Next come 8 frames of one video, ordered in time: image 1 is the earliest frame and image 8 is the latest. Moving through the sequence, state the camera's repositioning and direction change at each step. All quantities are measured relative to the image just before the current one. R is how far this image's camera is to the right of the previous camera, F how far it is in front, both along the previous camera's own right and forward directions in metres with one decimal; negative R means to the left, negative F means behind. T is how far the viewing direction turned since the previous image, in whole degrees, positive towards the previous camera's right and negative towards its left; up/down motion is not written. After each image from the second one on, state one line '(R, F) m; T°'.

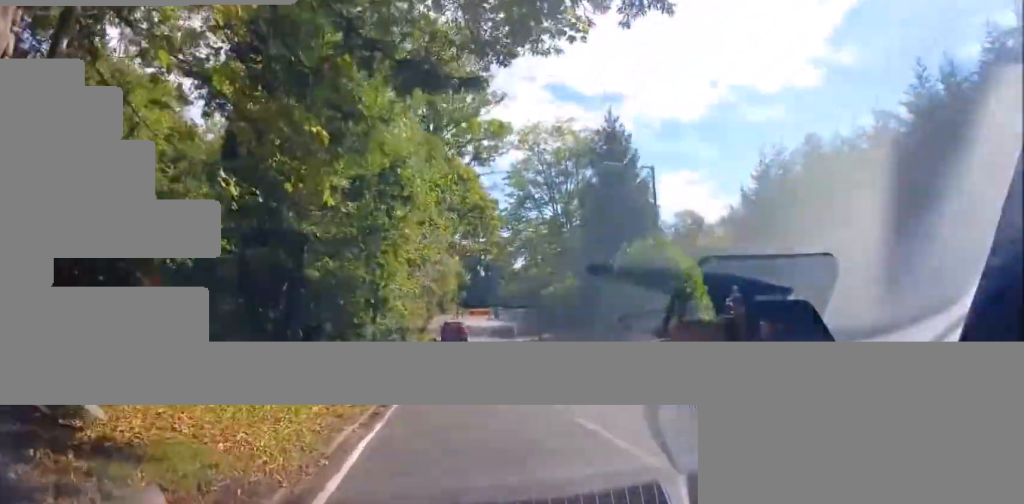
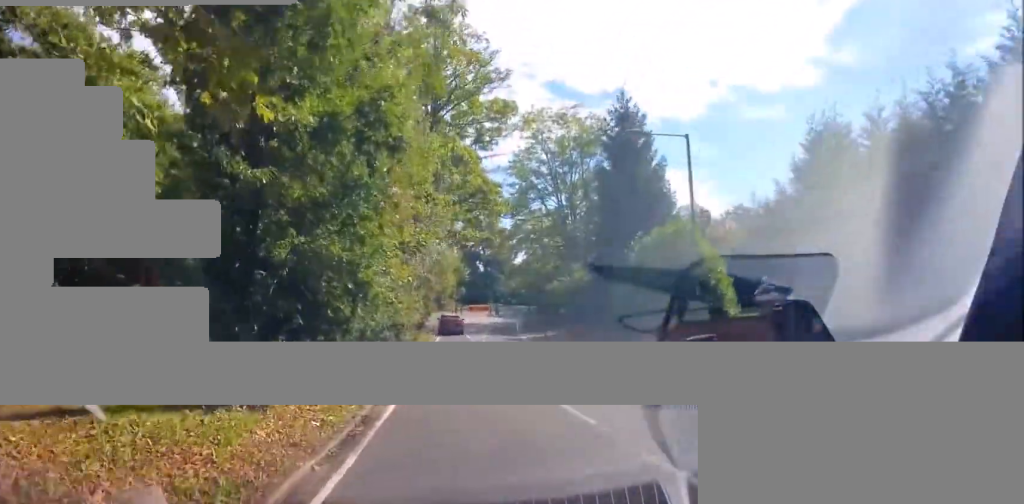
(+0.1, +3.1) m; 0°
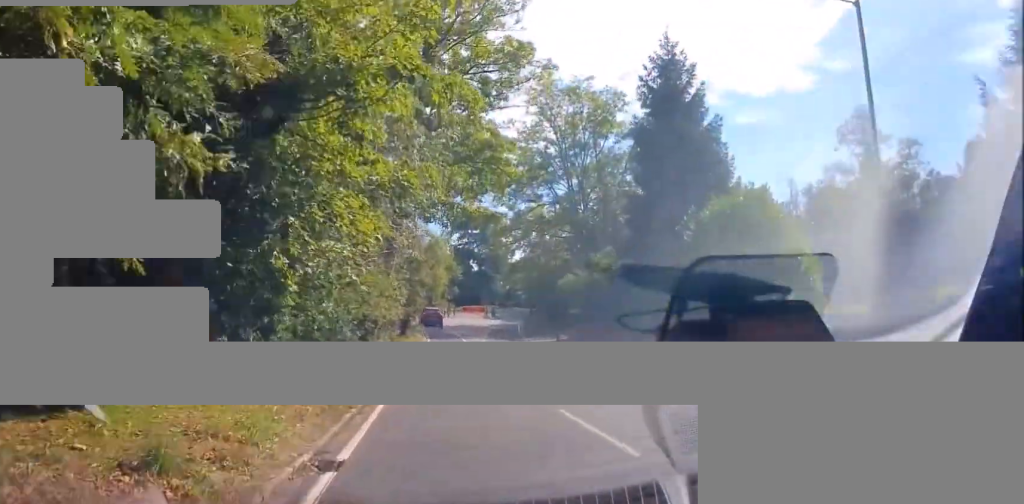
(-0.2, +9.0) m; -1°
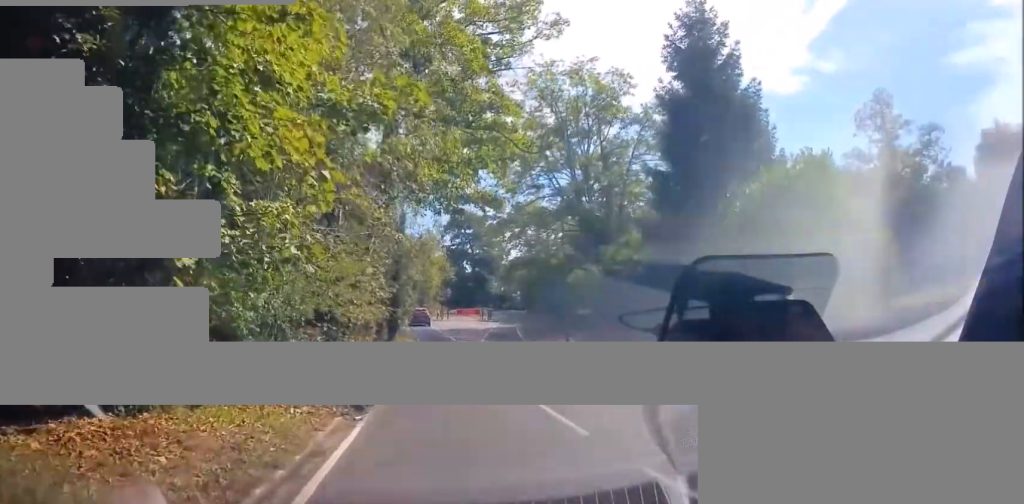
(-0.1, +4.9) m; +2°
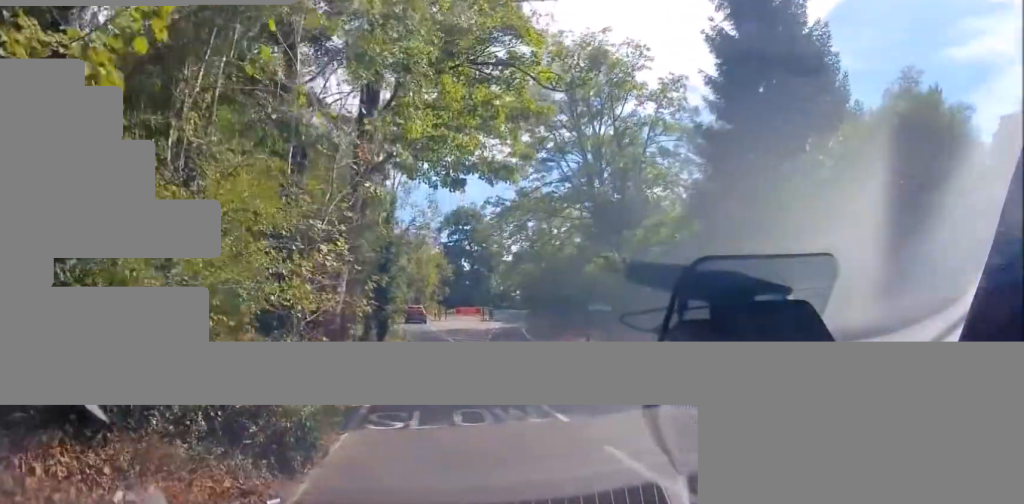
(+0.4, +5.7) m; +4°
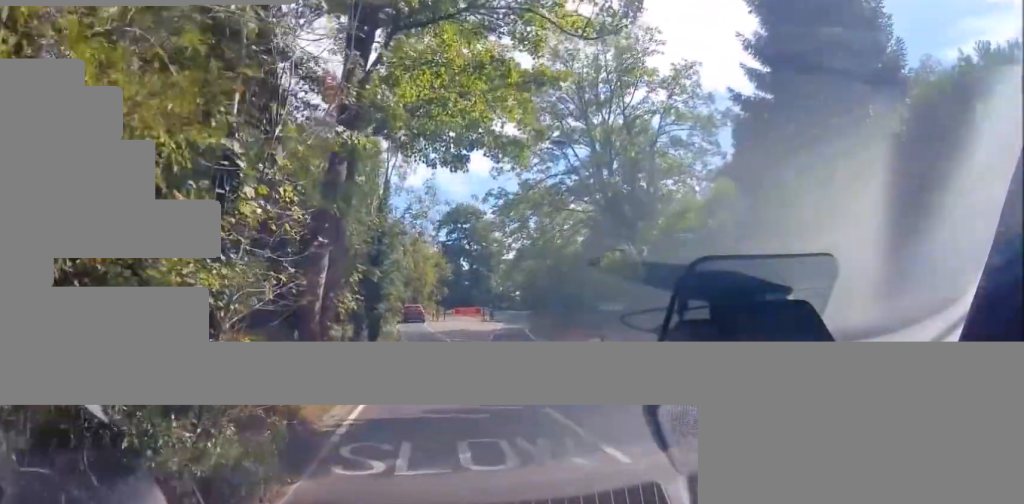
(+0.1, +3.1) m; +1°
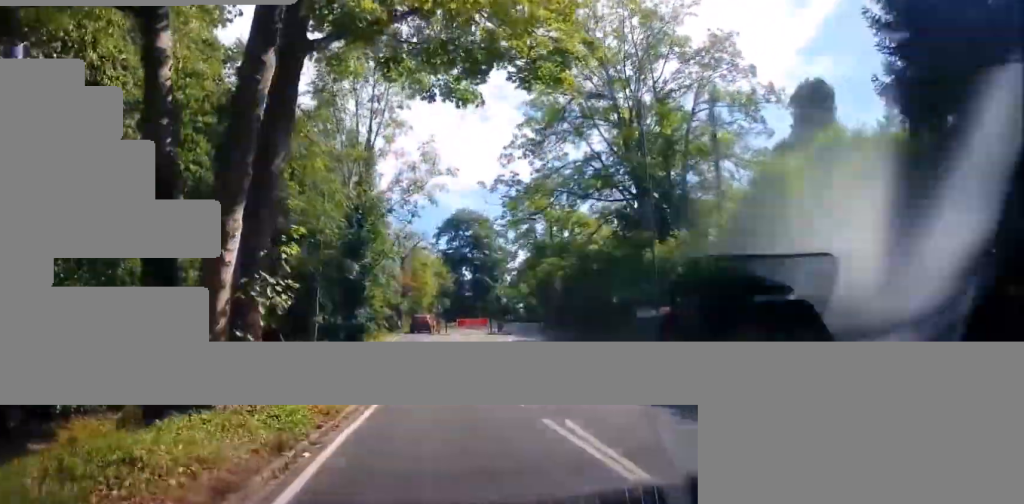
(0.0, +7.4) m; -1°
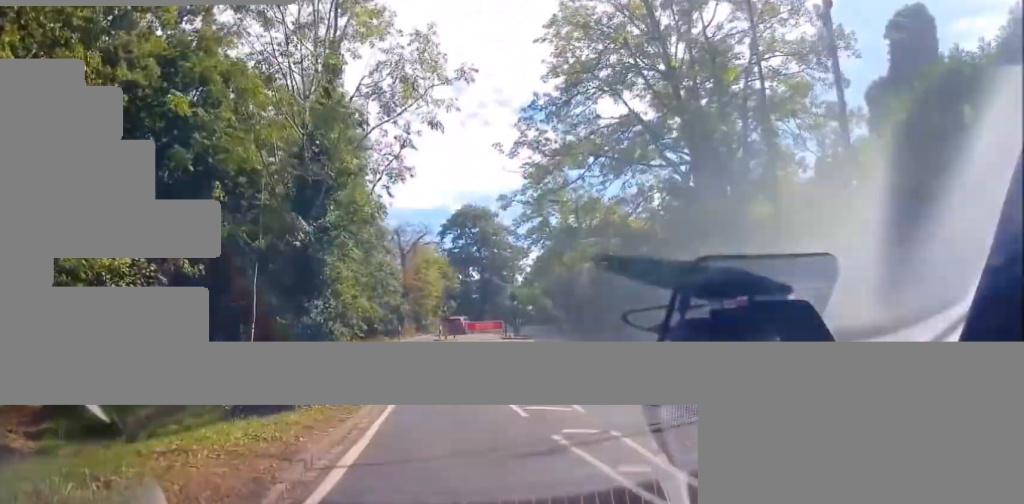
(-0.2, +8.0) m; -2°
